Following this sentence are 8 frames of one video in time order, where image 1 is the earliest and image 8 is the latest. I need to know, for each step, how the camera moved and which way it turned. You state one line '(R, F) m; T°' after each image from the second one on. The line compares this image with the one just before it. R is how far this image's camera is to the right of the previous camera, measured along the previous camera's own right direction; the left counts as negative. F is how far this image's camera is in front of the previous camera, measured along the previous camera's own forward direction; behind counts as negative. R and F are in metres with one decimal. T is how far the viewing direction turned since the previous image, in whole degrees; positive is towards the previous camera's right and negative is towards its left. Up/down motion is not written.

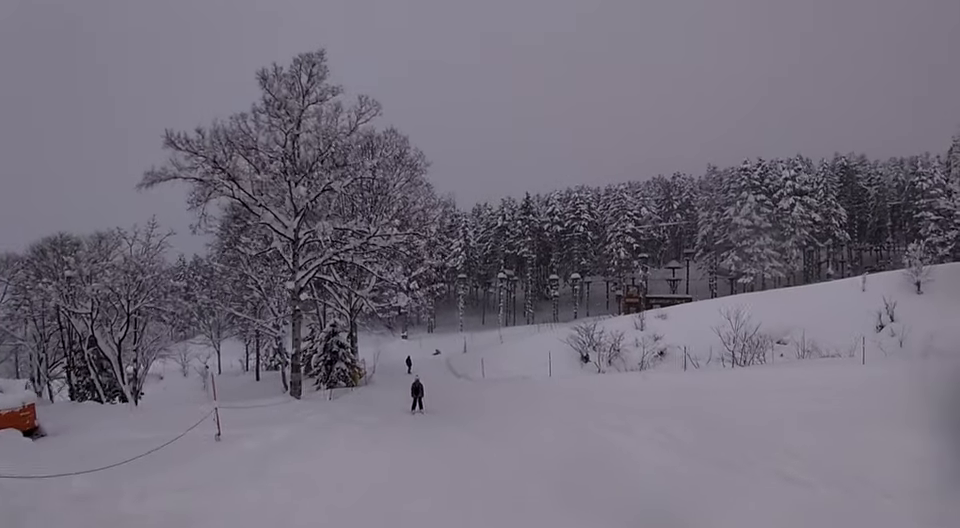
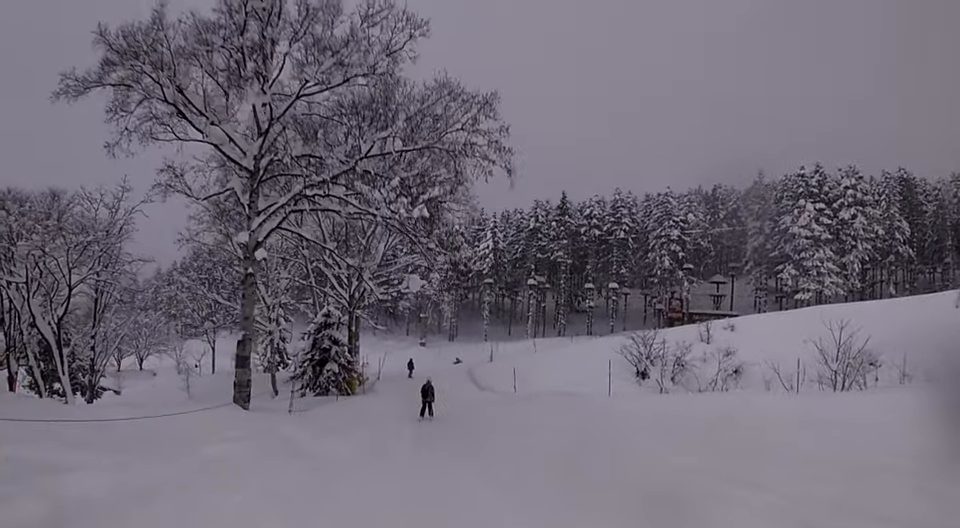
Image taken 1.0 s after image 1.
(+0.1, +7.7) m; +7°
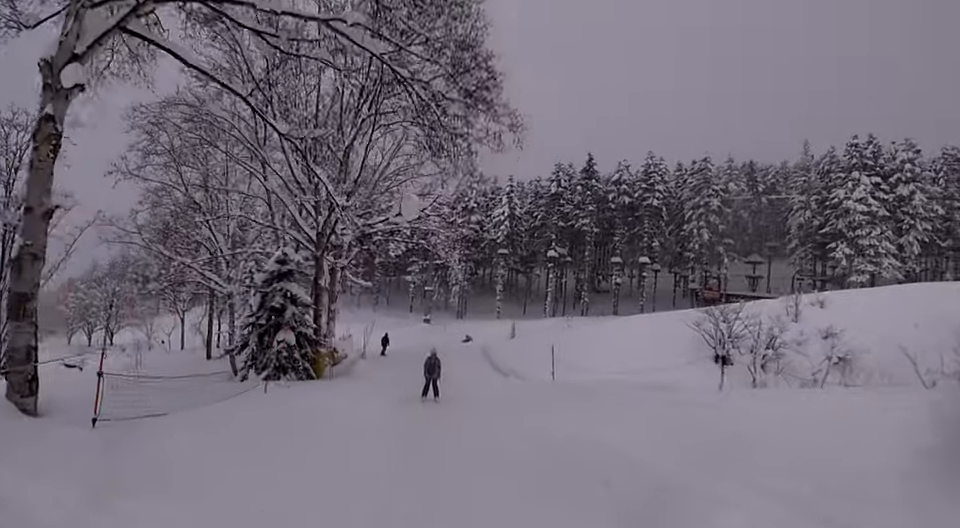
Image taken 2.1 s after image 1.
(+0.7, +7.8) m; -2°
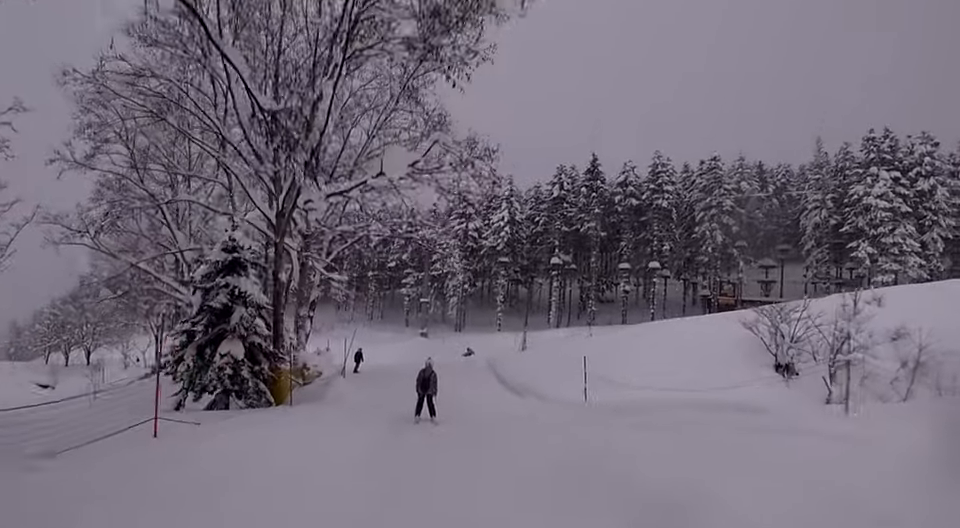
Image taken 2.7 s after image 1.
(-0.4, +3.9) m; -6°
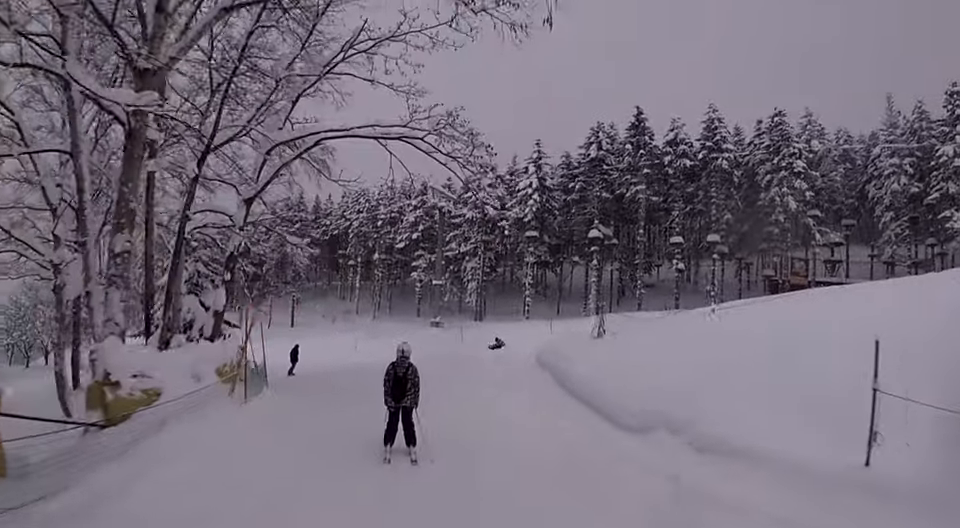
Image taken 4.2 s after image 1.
(-0.2, +9.2) m; -5°
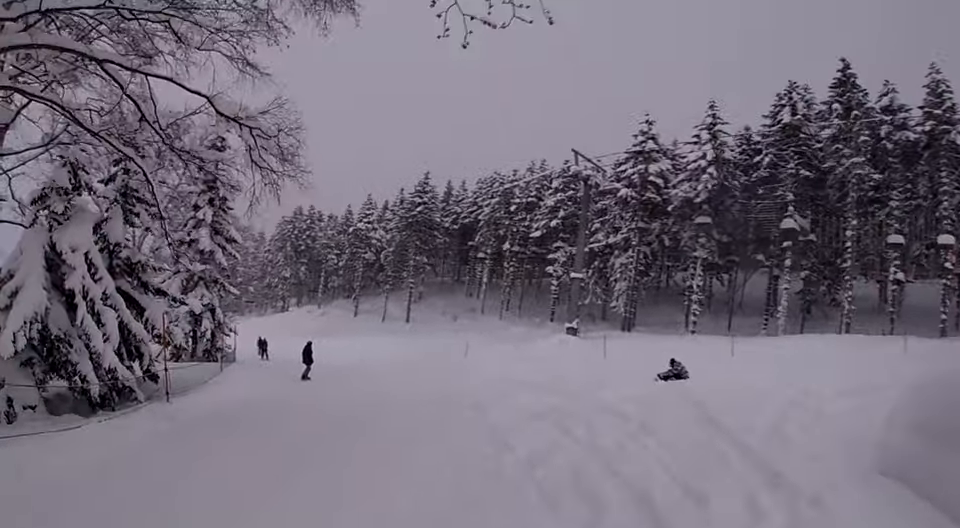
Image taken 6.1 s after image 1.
(-1.9, +10.1) m; -24°
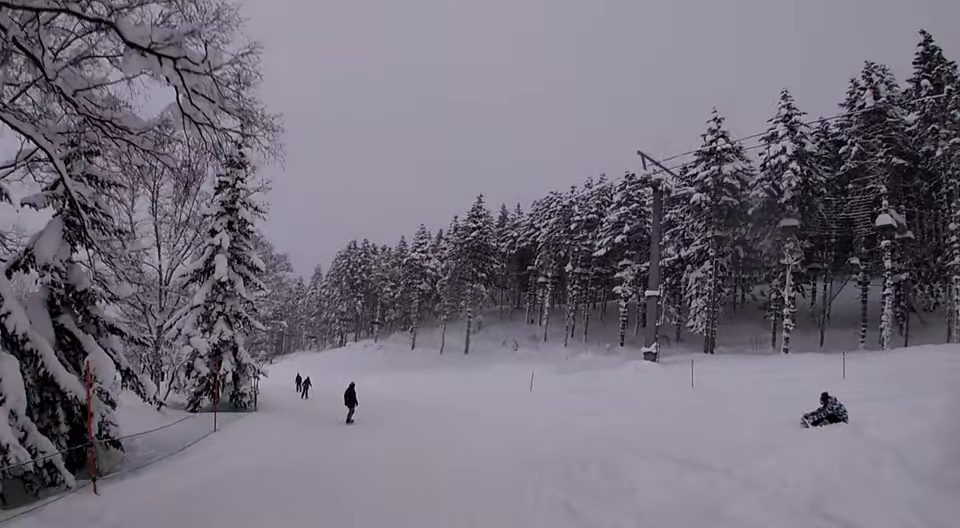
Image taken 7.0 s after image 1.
(-0.3, +4.0) m; -5°
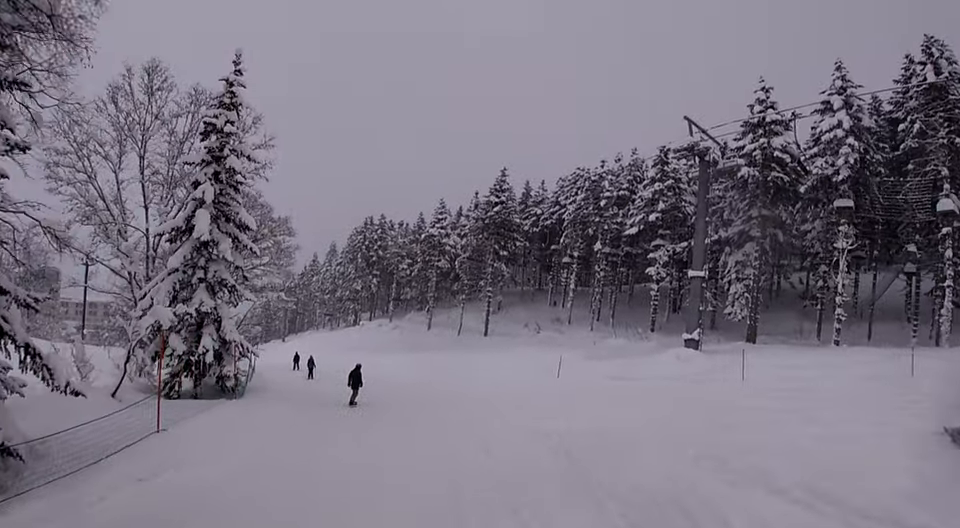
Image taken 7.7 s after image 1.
(-0.1, +3.5) m; +5°
